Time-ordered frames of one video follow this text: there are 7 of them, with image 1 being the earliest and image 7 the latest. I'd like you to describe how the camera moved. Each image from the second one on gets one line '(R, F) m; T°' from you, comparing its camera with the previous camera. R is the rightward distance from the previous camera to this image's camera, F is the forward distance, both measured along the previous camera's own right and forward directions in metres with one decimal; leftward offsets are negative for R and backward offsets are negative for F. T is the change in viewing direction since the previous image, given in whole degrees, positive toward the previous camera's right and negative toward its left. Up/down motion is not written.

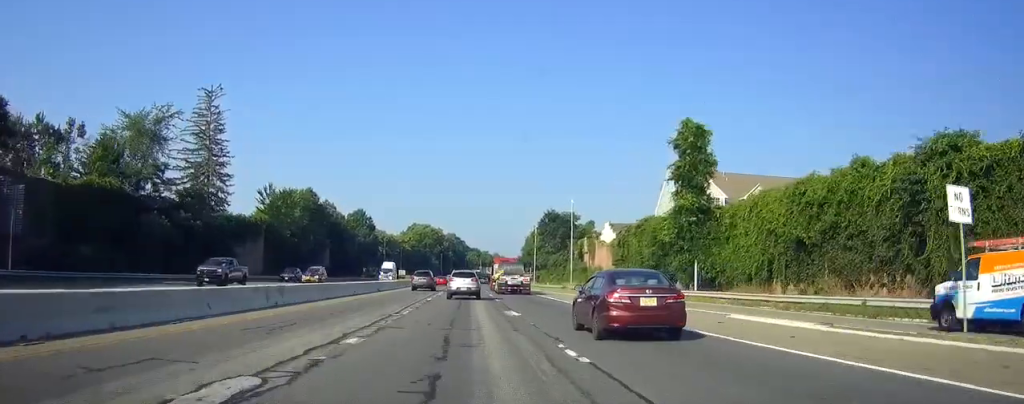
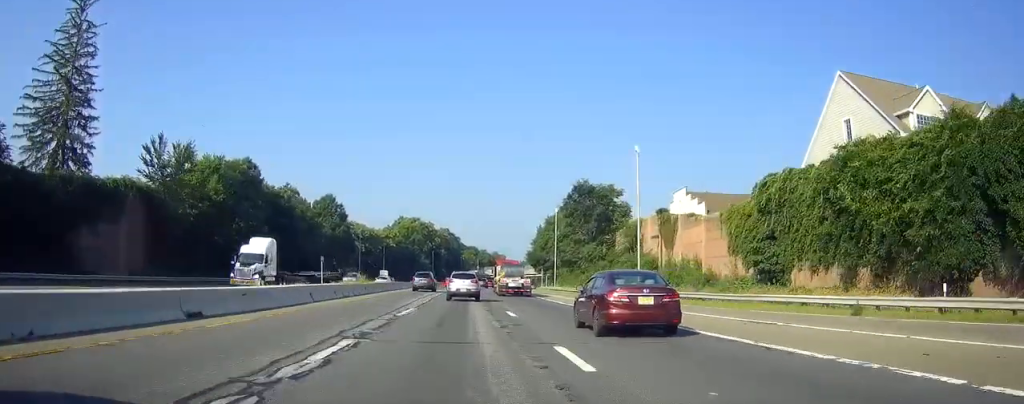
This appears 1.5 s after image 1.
(+0.3, +38.6) m; +1°
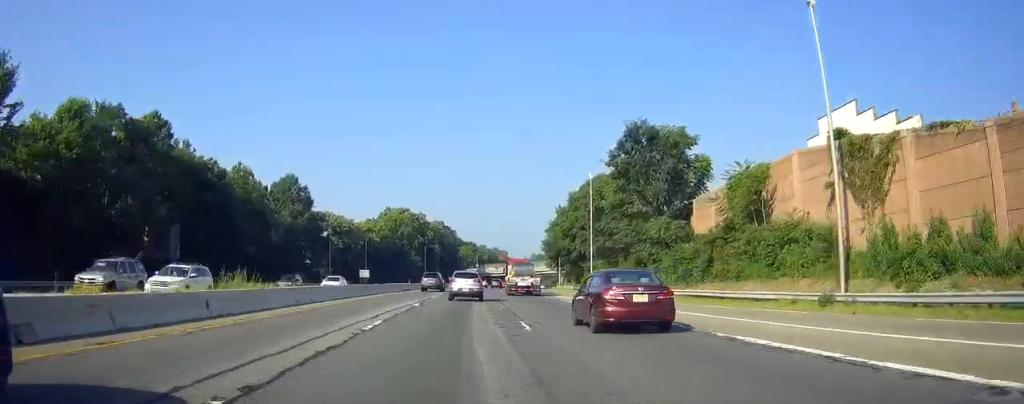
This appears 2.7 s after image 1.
(0.0, +31.7) m; 0°
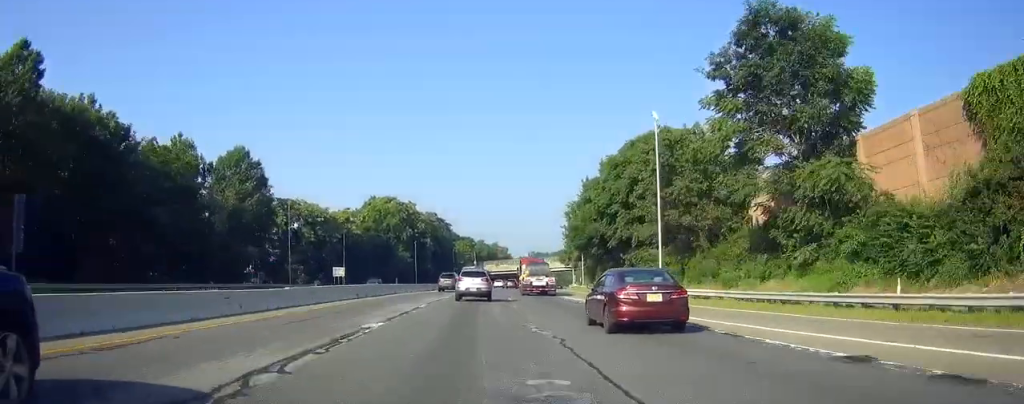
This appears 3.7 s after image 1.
(+0.1, +26.6) m; 0°
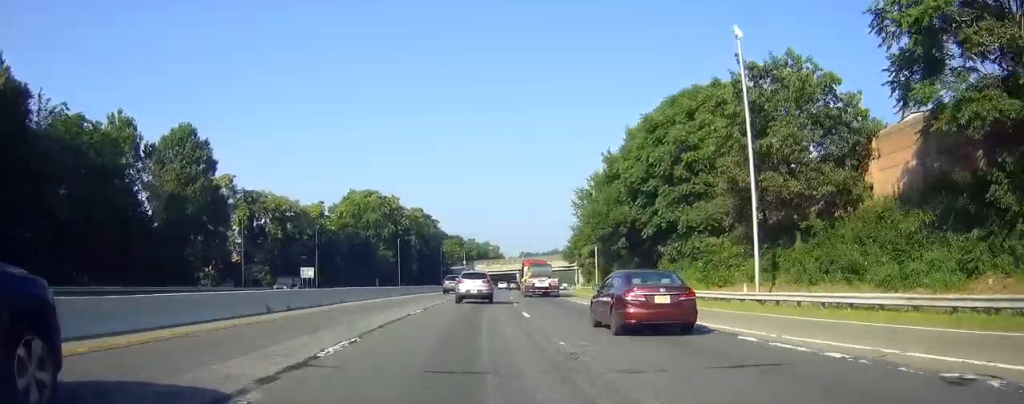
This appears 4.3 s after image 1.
(-0.1, +17.0) m; 0°
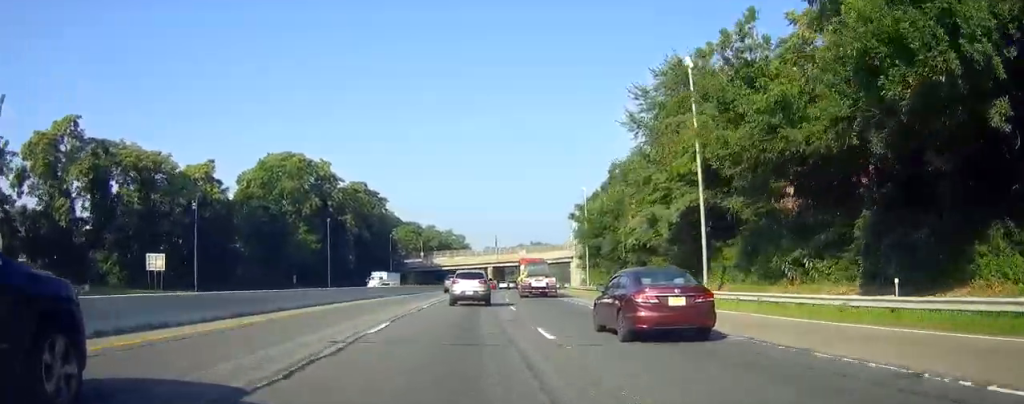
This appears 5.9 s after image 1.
(+0.7, +44.0) m; +2°
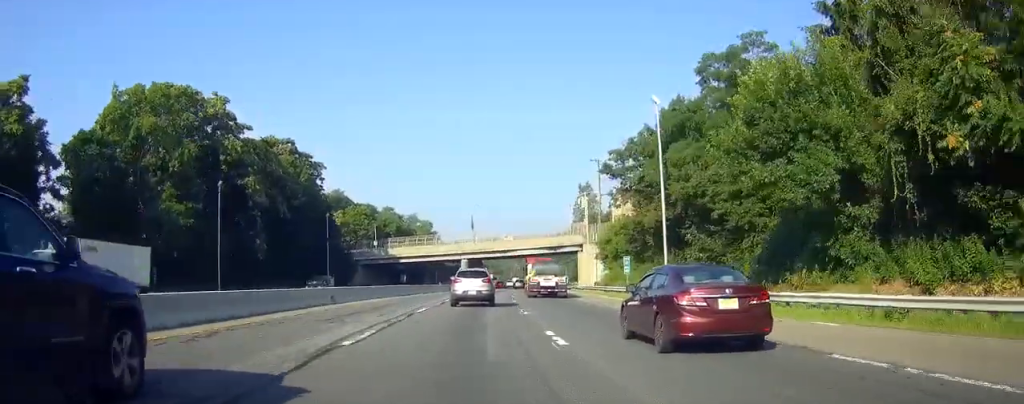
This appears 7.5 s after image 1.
(+1.1, +41.5) m; +3°
